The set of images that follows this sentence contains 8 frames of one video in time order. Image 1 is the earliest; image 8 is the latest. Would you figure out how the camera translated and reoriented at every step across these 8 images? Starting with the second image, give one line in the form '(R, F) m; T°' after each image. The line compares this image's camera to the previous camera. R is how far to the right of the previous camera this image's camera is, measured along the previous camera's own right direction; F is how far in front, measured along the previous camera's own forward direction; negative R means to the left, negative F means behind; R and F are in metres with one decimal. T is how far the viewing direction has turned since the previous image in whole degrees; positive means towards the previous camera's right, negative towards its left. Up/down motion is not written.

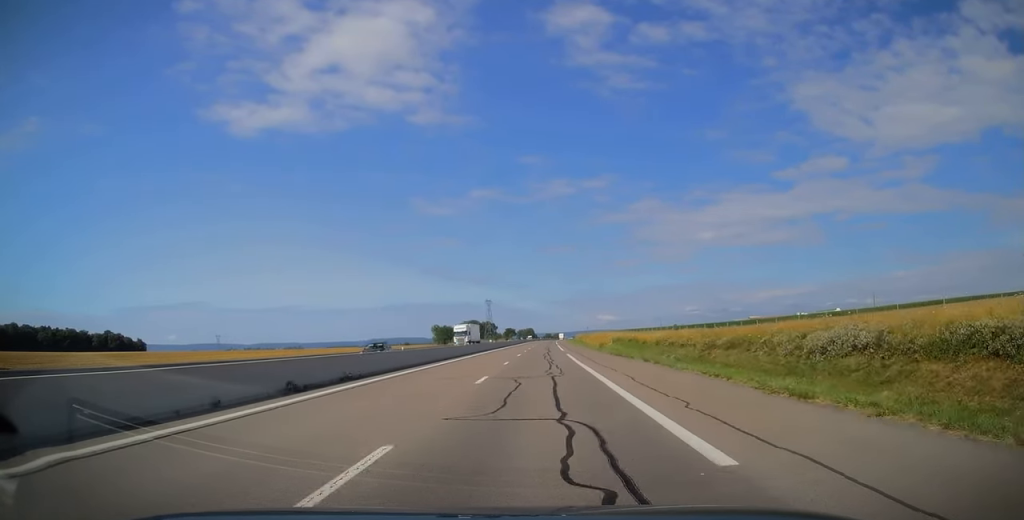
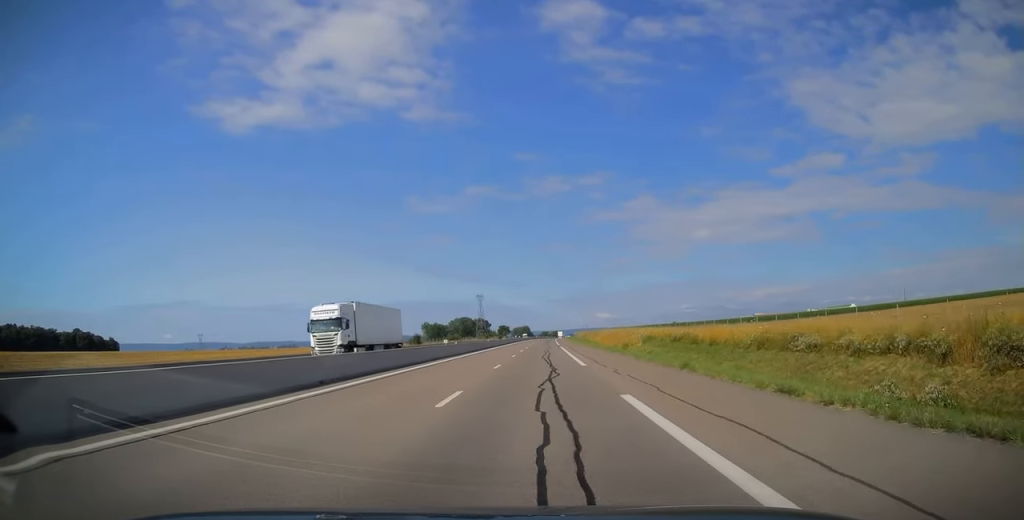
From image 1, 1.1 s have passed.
(+0.4, +32.3) m; 0°
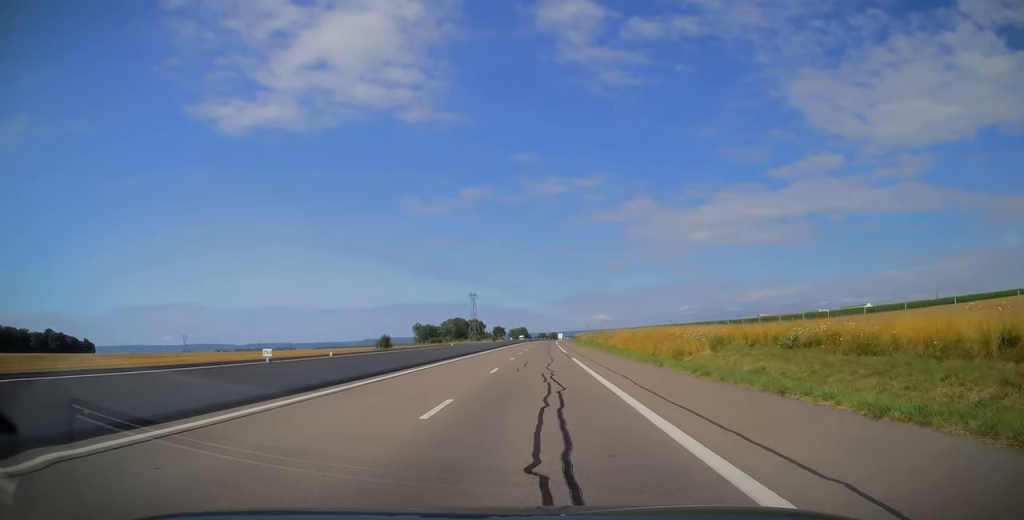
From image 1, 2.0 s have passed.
(-0.2, +27.9) m; 0°
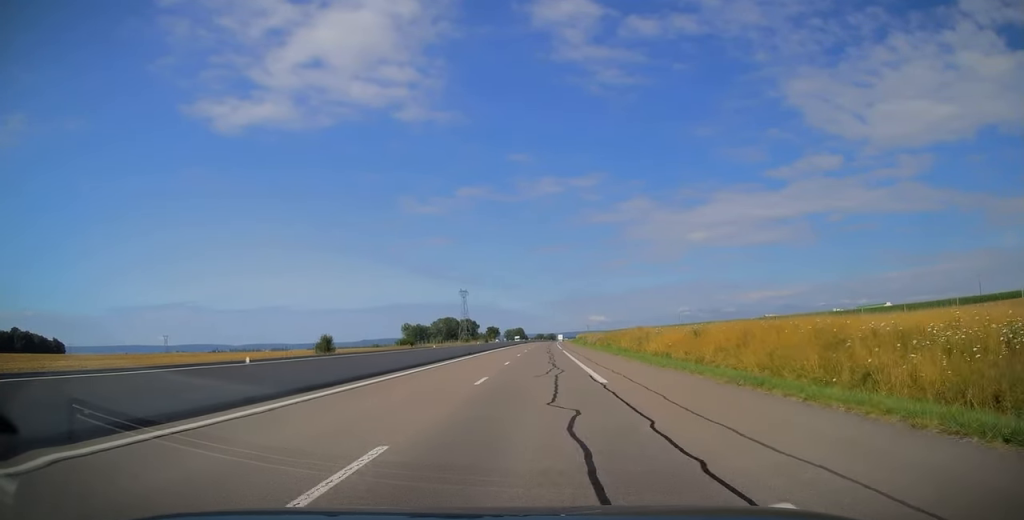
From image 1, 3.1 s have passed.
(+0.3, +31.8) m; +1°
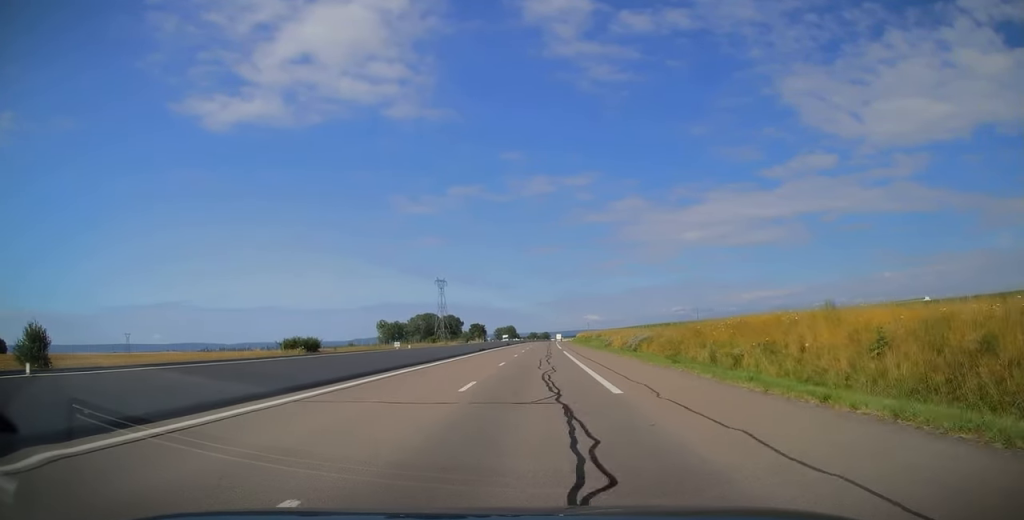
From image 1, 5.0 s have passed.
(+0.1, +55.4) m; 0°
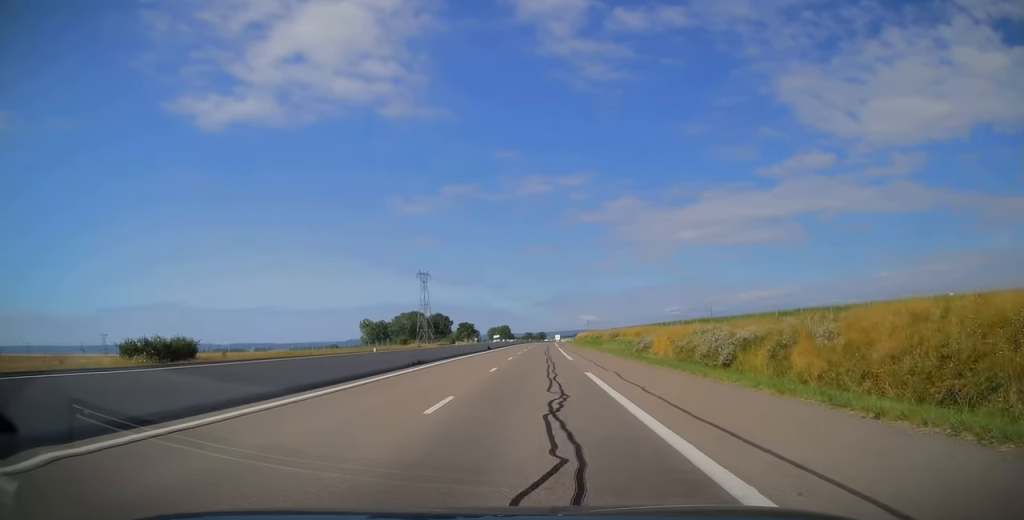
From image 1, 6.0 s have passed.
(0.0, +30.4) m; 0°
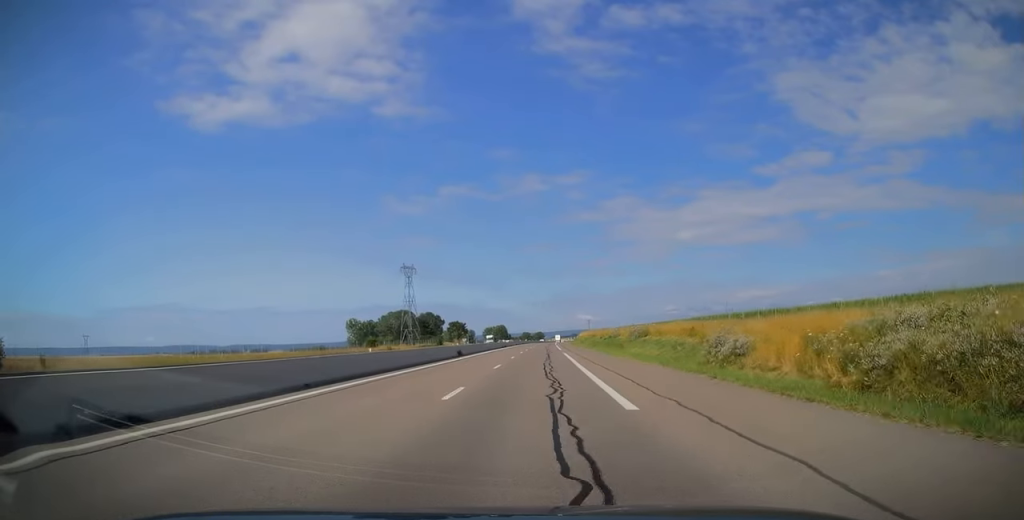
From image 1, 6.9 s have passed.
(-0.1, +24.0) m; +1°
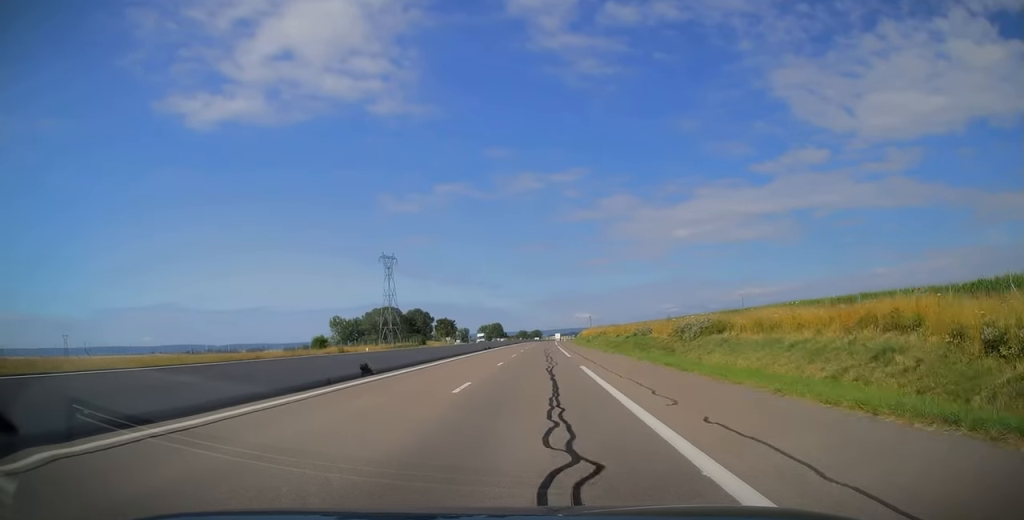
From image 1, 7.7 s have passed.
(+0.4, +25.0) m; 0°
